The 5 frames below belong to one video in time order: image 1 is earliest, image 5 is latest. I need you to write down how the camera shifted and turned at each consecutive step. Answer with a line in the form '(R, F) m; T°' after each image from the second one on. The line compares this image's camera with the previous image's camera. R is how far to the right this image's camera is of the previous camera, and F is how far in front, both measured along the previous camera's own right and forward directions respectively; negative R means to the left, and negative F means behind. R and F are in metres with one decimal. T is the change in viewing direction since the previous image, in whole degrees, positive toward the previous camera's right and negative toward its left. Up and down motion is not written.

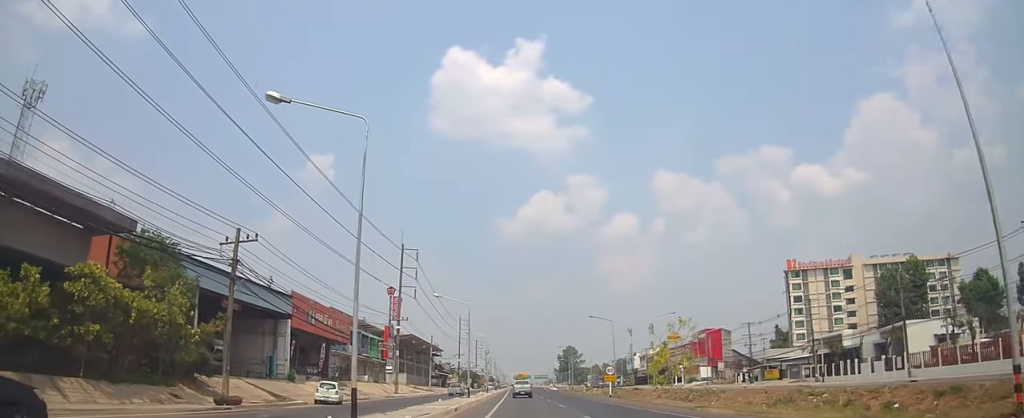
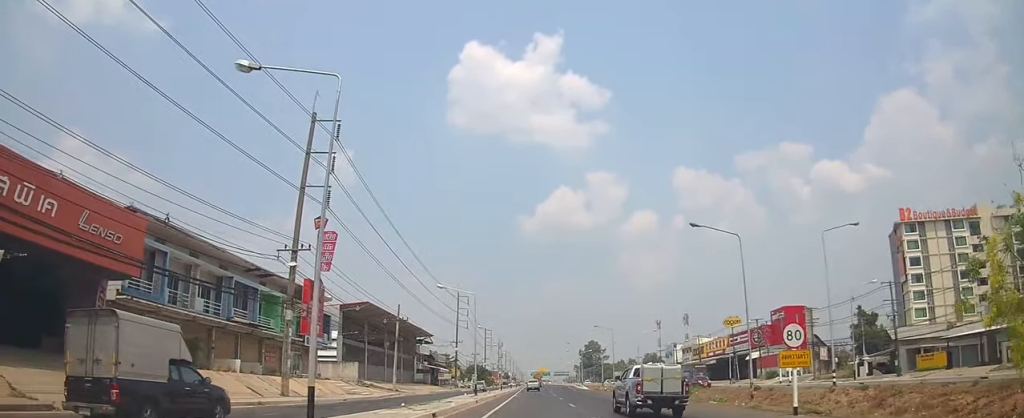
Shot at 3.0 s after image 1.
(-0.9, +36.9) m; -2°
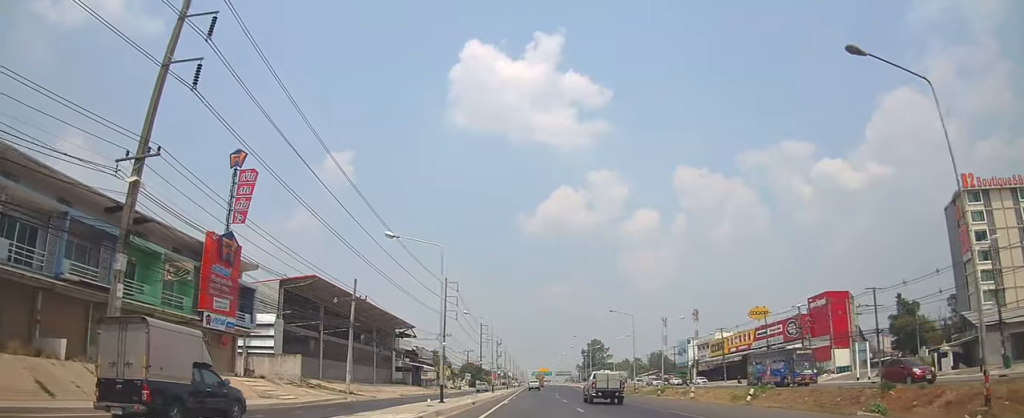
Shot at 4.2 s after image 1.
(+0.2, +16.1) m; 0°
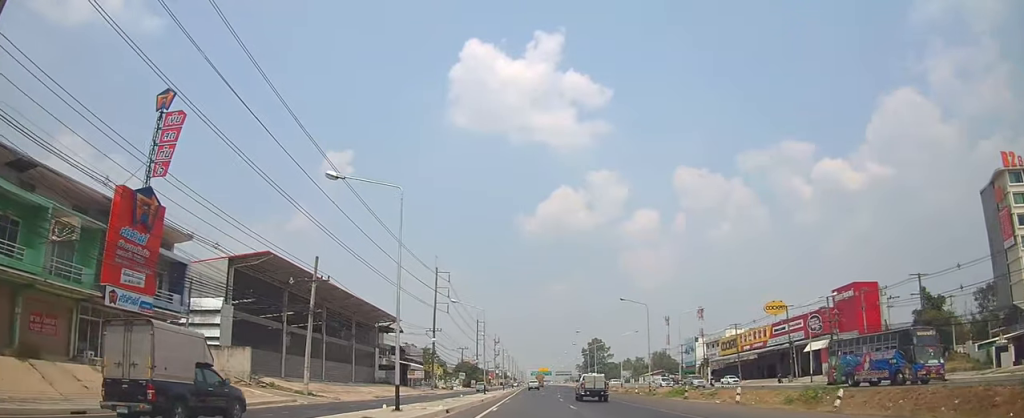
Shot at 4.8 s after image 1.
(-0.1, +9.0) m; -1°
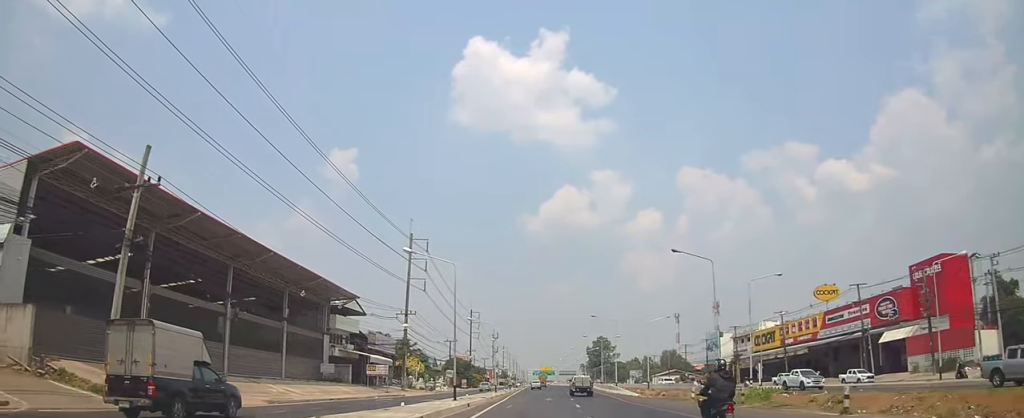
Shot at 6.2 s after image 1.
(-0.1, +20.8) m; +1°
